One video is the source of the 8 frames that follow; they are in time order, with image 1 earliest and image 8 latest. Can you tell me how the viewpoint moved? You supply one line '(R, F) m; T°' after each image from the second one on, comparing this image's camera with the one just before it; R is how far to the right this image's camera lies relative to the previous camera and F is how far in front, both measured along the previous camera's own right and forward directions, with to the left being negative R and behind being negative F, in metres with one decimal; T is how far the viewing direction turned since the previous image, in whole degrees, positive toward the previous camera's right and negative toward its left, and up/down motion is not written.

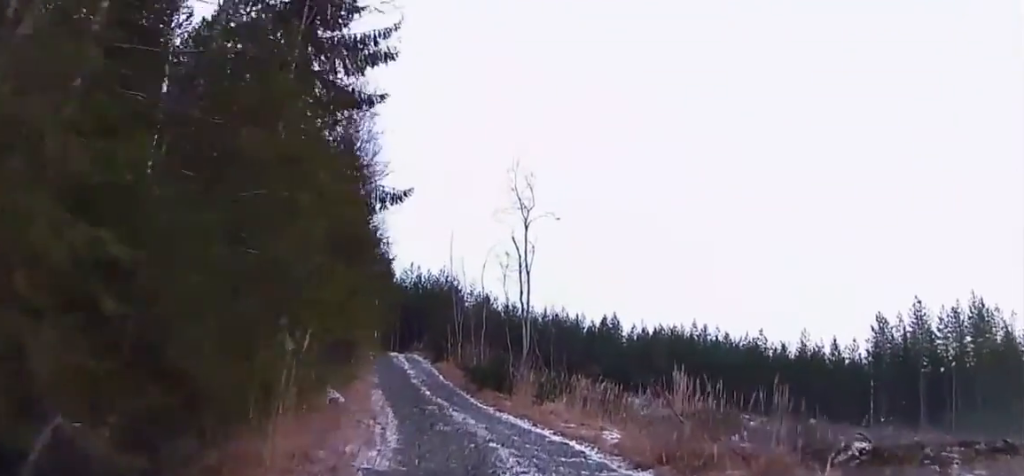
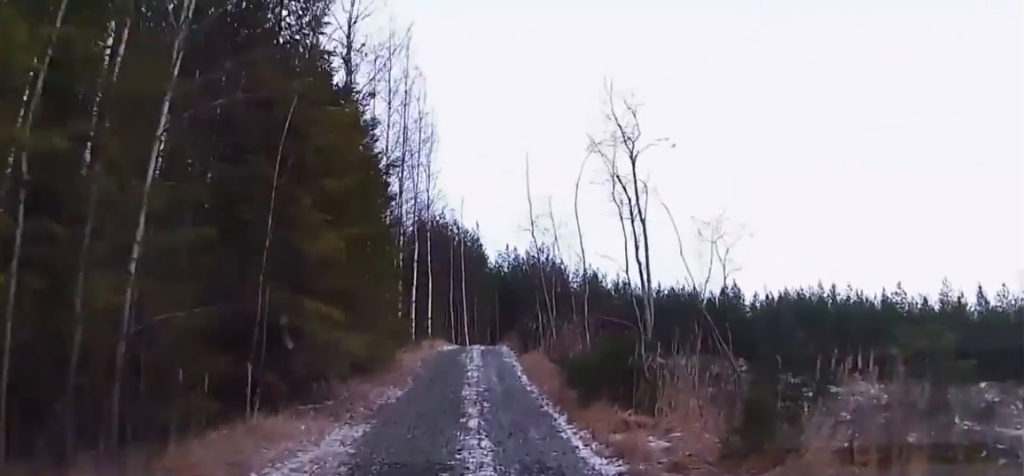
(-0.9, +12.3) m; -5°
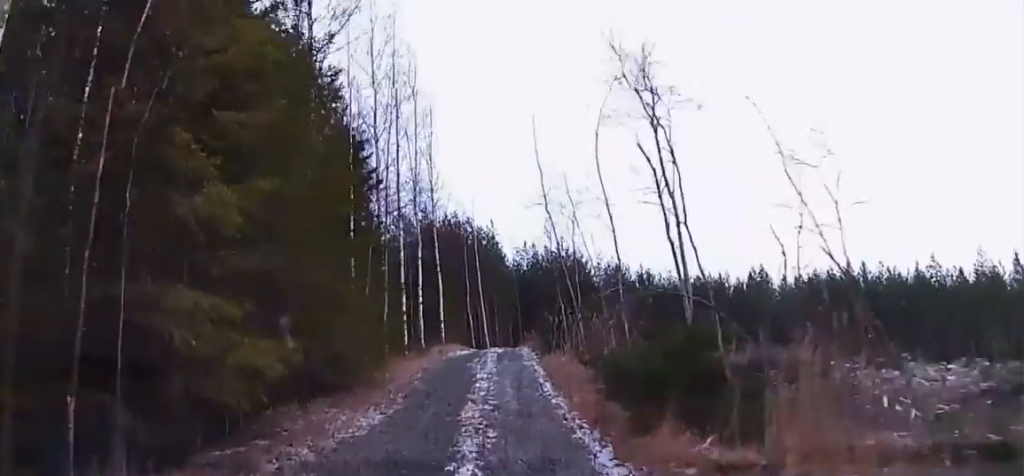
(0.0, +4.0) m; -3°
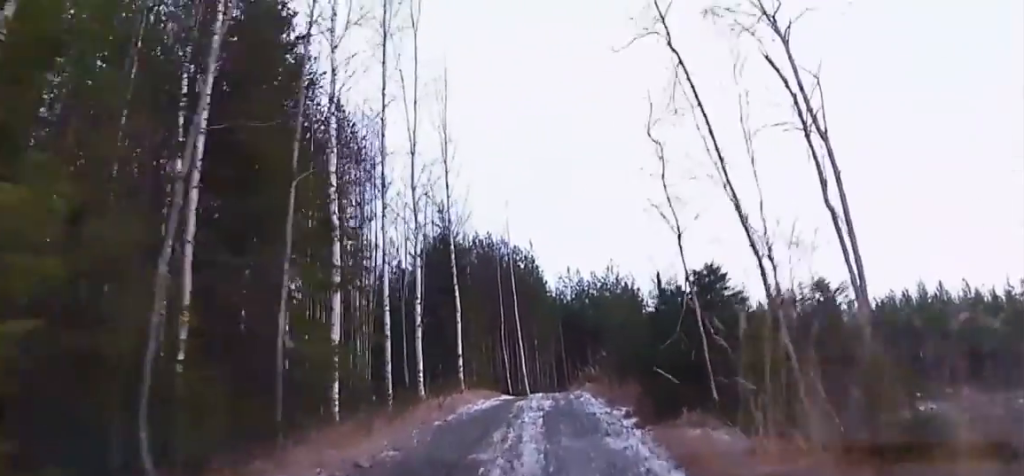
(-0.4, +12.5) m; -2°
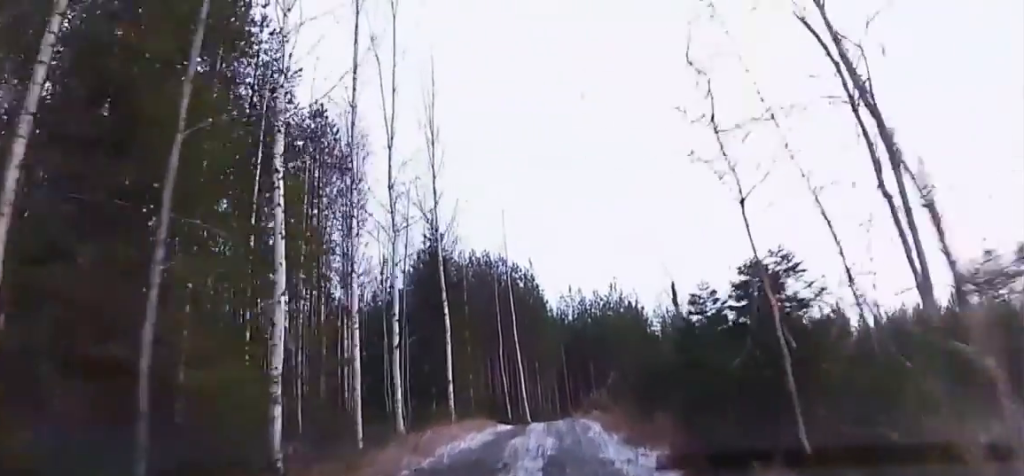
(+0.1, +3.2) m; -1°
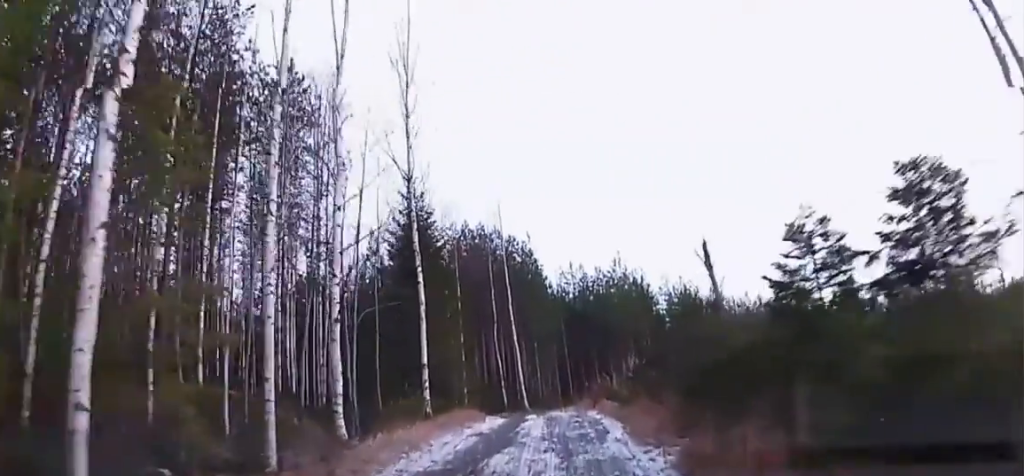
(-0.3, +4.9) m; -4°
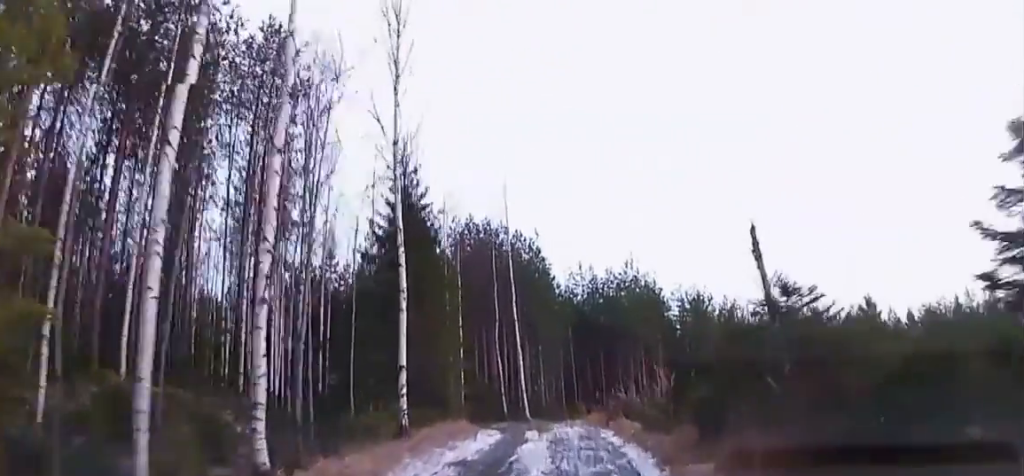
(0.0, +3.5) m; 0°
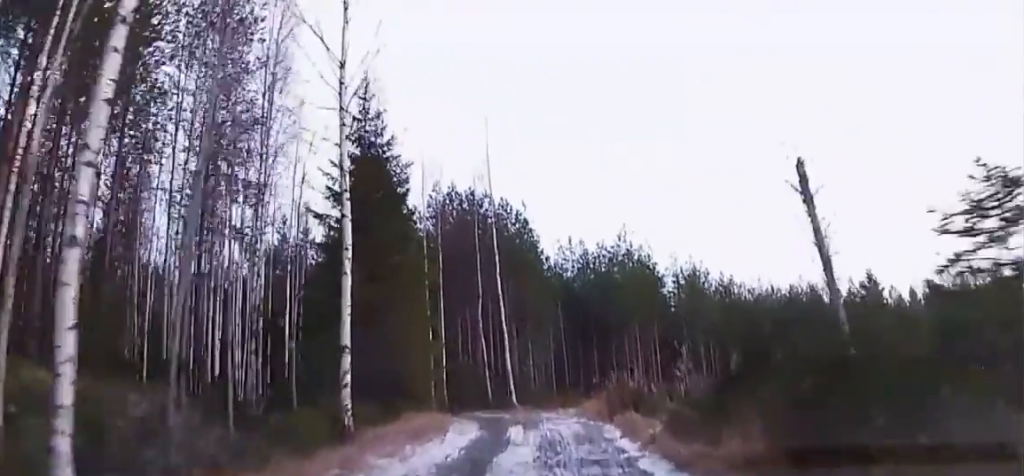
(0.0, +3.9) m; 0°
